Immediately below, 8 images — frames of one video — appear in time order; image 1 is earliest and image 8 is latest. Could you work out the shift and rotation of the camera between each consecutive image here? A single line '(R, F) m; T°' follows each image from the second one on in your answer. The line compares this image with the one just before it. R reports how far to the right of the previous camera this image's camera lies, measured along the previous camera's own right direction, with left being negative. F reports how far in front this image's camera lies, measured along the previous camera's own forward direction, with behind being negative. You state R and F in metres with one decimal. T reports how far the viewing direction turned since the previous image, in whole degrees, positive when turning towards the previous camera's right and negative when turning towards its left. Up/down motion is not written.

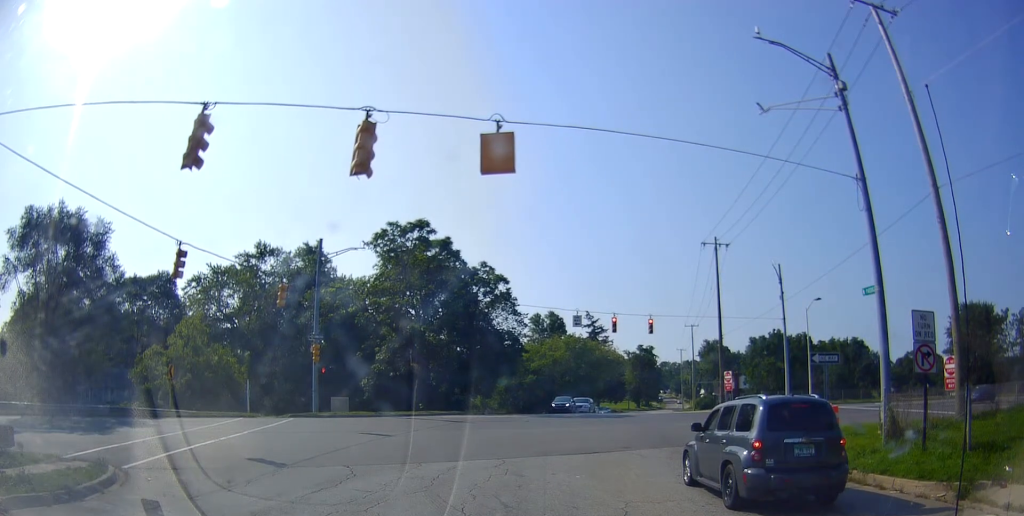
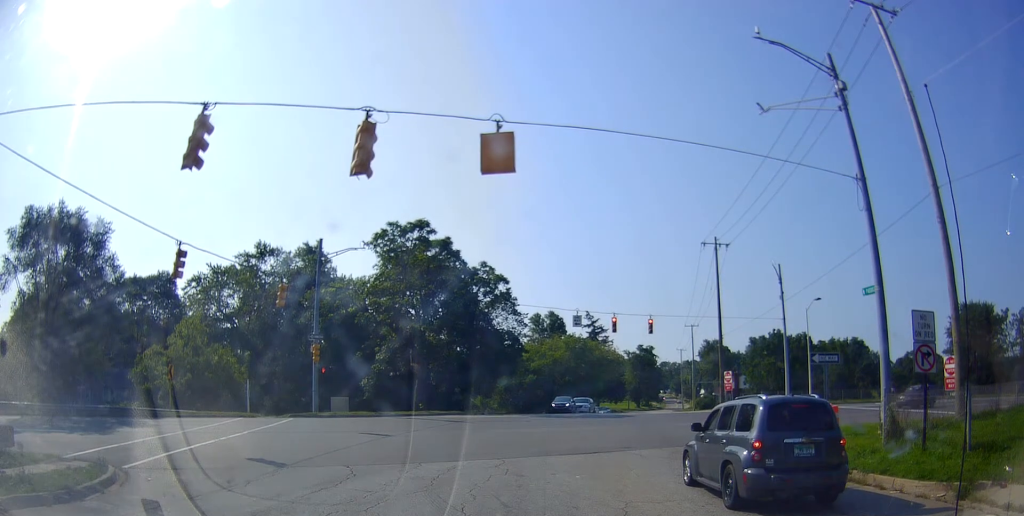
(0.0, 0.0) m; 0°
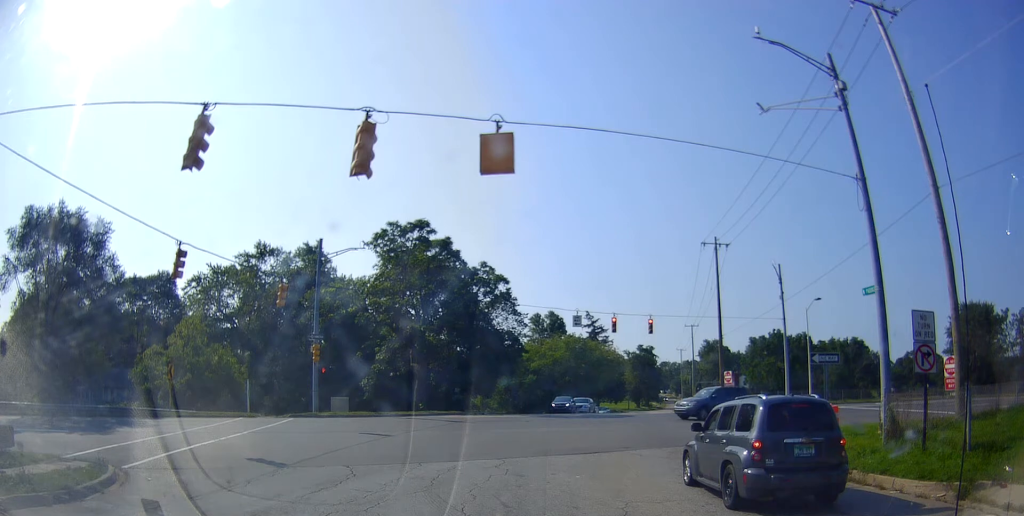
(0.0, 0.0) m; 0°
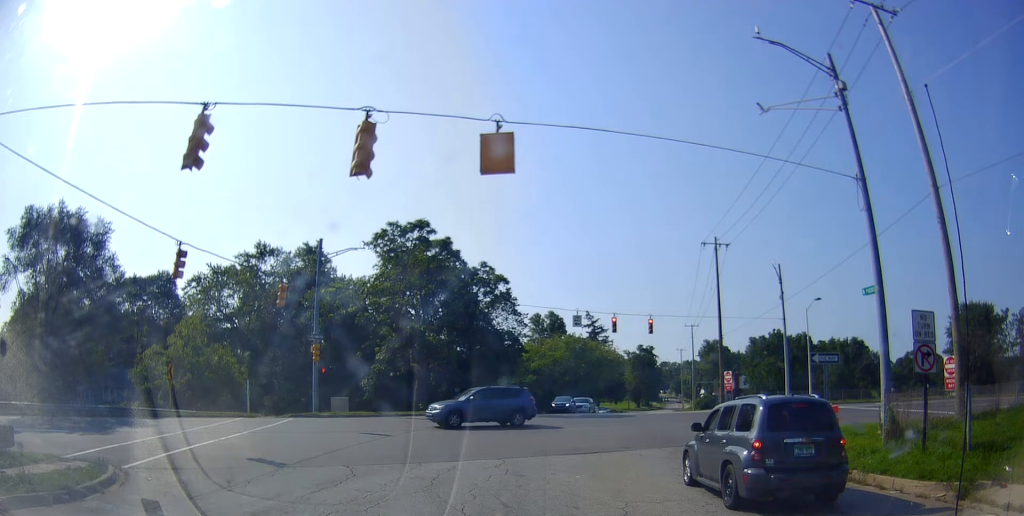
(0.0, 0.0) m; 0°
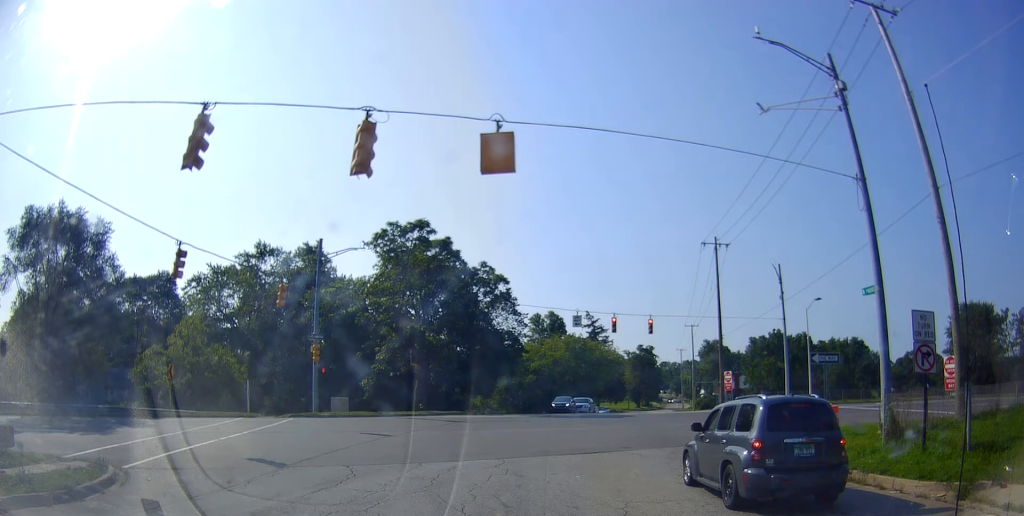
(0.0, 0.0) m; 0°
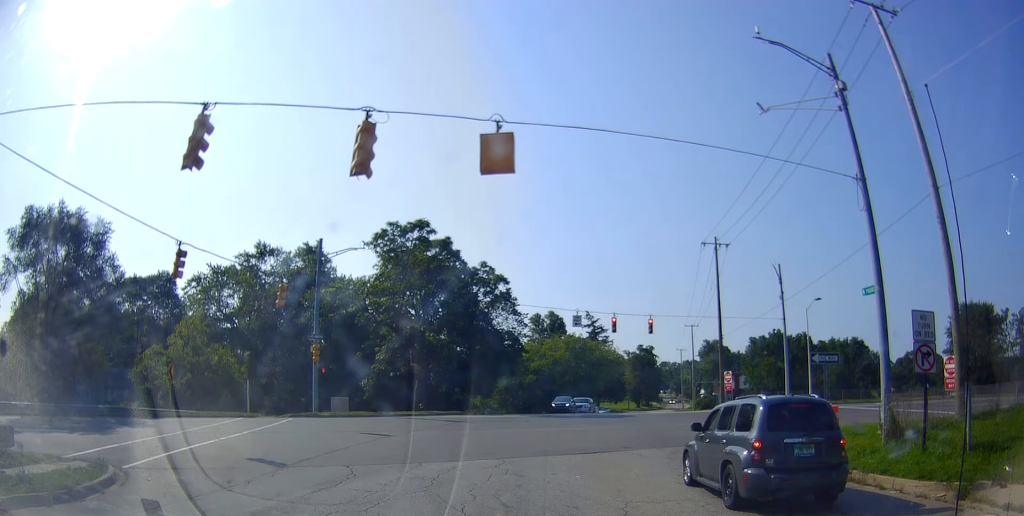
(0.0, 0.0) m; 0°
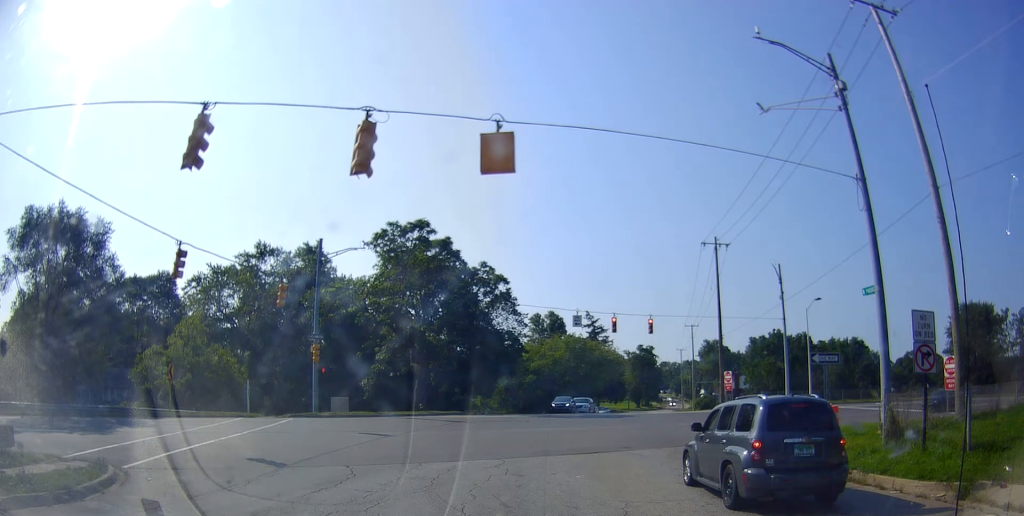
(0.0, 0.0) m; 0°
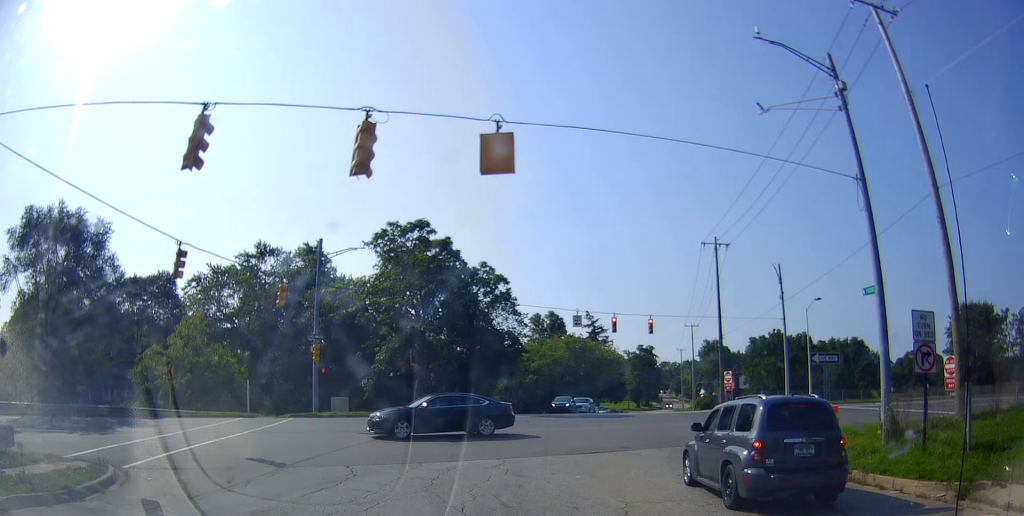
(0.0, 0.0) m; 0°
